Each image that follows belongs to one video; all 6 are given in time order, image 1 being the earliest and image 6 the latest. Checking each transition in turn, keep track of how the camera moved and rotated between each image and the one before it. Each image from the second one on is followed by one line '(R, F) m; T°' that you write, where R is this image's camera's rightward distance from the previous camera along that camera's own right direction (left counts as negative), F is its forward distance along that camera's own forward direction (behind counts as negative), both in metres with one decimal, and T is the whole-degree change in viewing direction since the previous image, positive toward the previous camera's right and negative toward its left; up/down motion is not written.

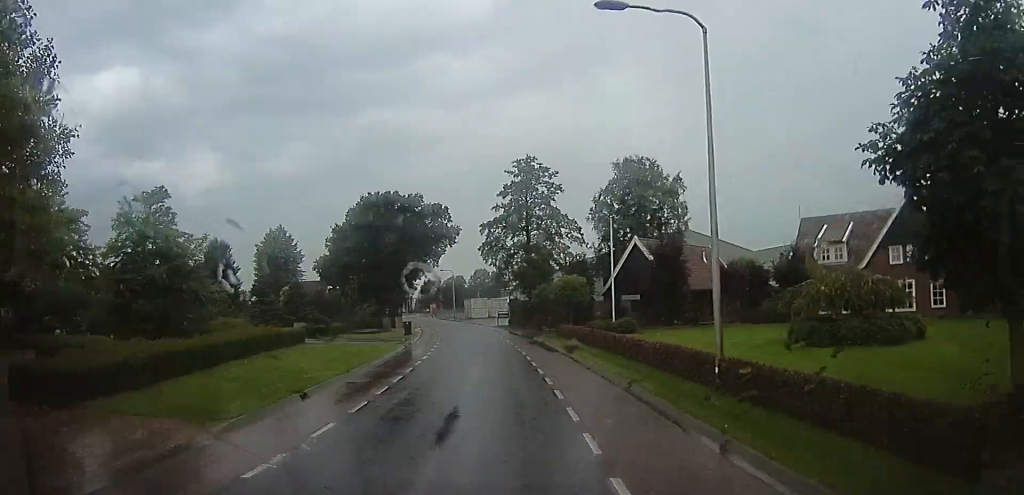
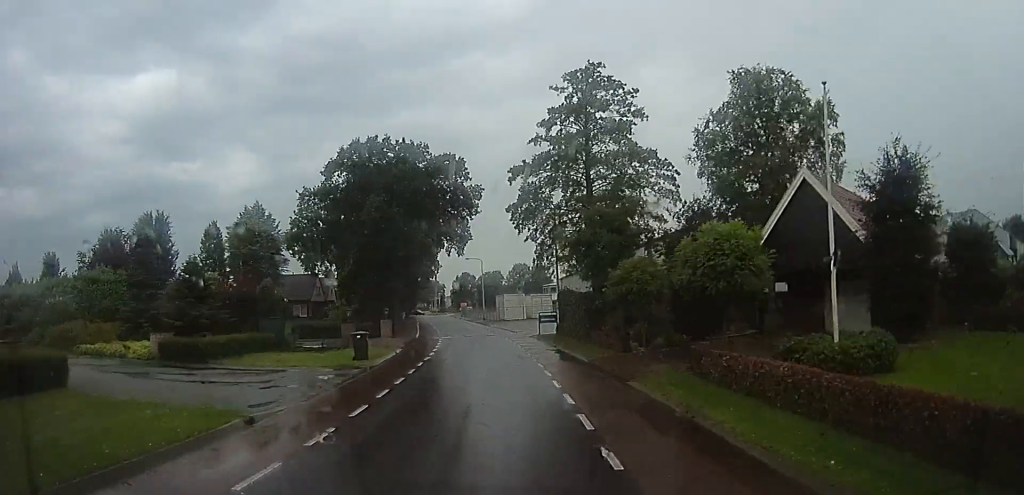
(-2.0, +17.9) m; -8°
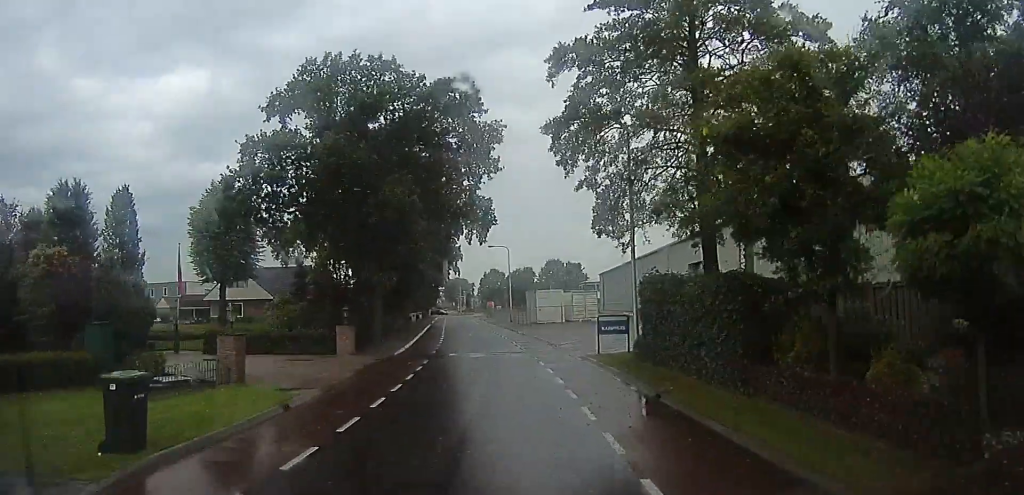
(-0.1, +12.8) m; 0°
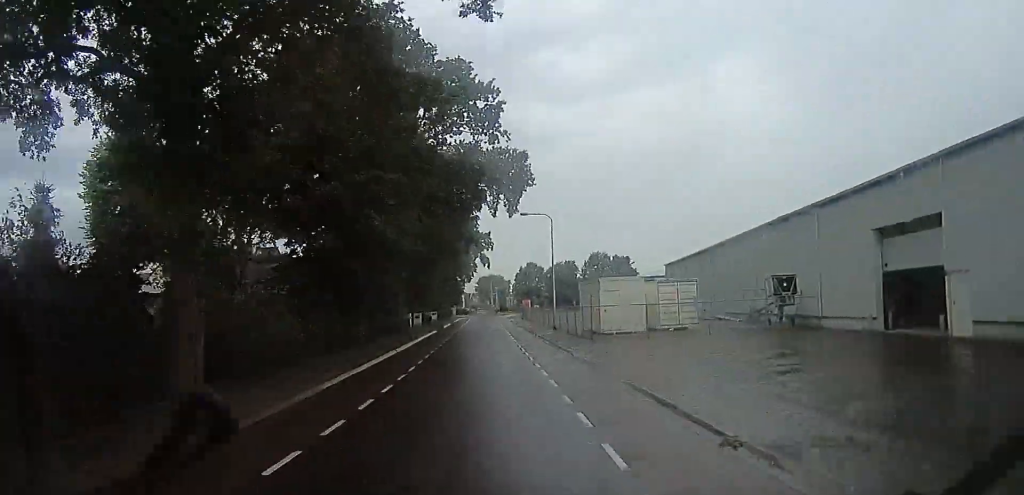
(0.0, +17.9) m; 0°
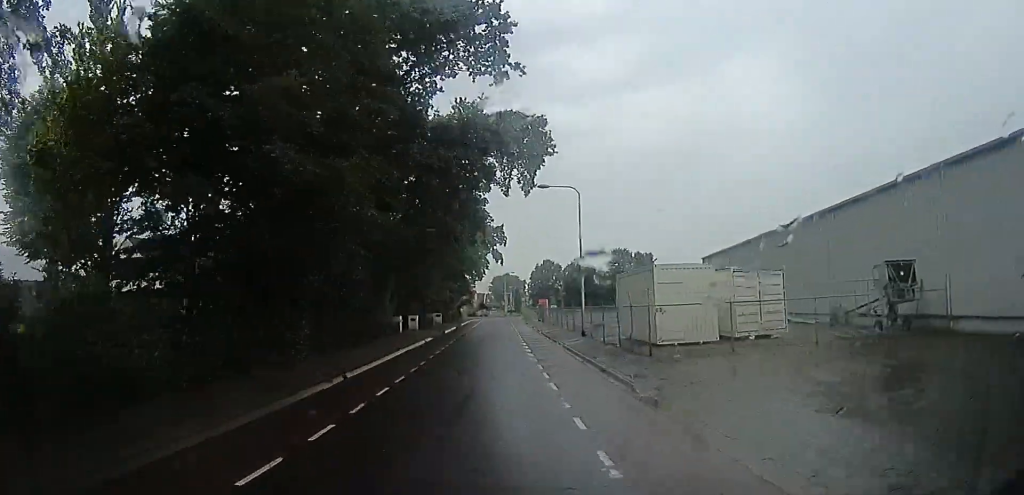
(0.0, +8.2) m; 0°
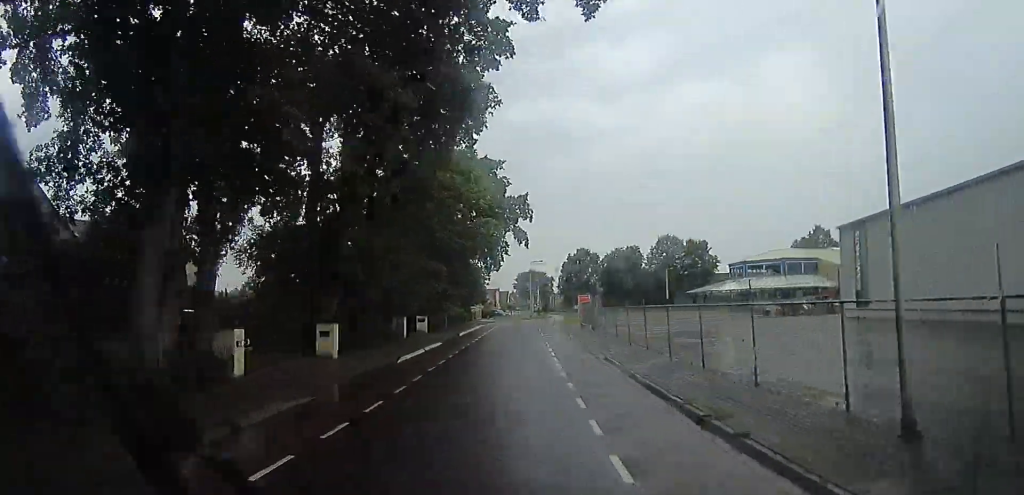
(0.0, +21.6) m; 0°
